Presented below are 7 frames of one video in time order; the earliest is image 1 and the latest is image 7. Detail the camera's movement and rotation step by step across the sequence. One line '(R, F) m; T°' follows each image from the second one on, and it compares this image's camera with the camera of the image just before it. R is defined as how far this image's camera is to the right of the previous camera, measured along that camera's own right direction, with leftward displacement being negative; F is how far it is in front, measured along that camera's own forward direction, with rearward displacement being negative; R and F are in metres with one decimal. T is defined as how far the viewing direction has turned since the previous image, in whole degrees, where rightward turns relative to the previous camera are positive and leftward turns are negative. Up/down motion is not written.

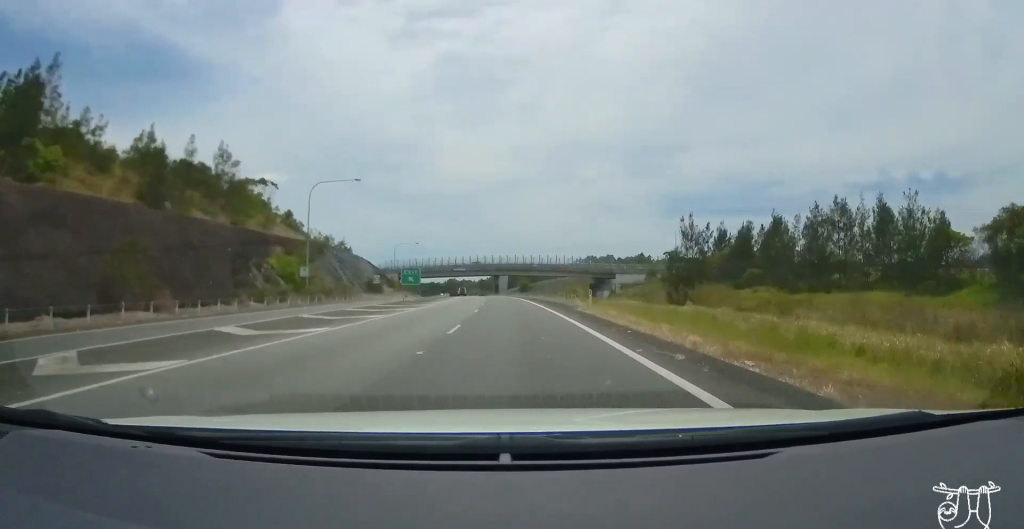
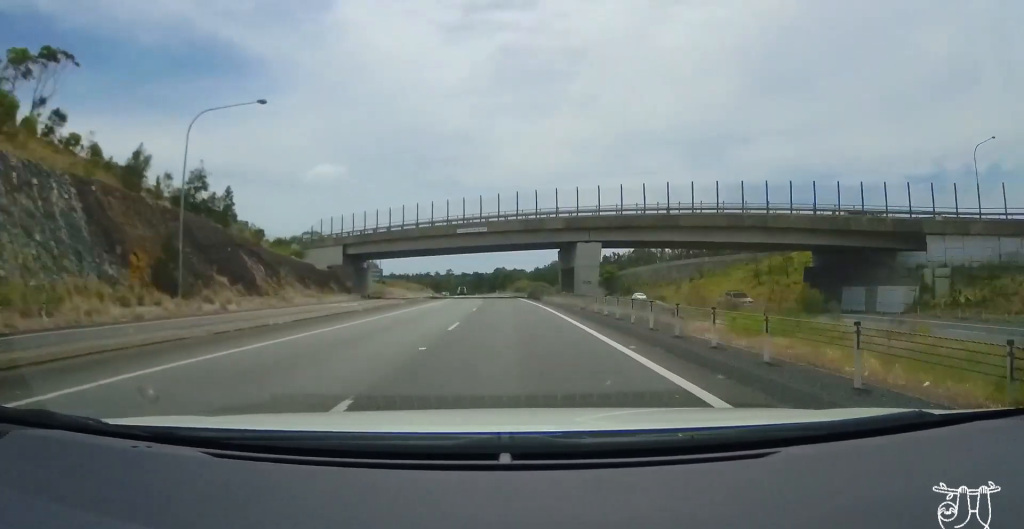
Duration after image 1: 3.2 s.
(-7.0, +96.8) m; -8°
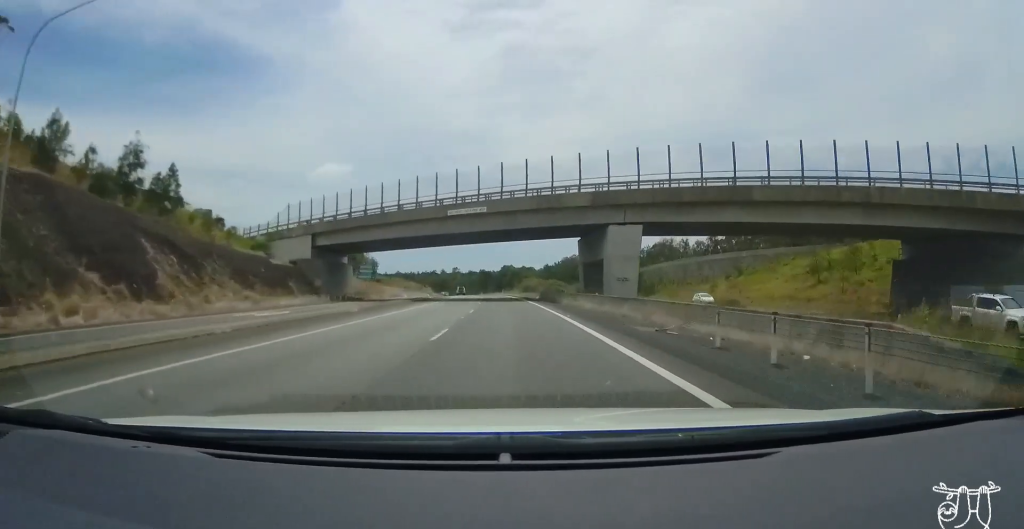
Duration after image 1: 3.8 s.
(-0.1, +15.7) m; -1°
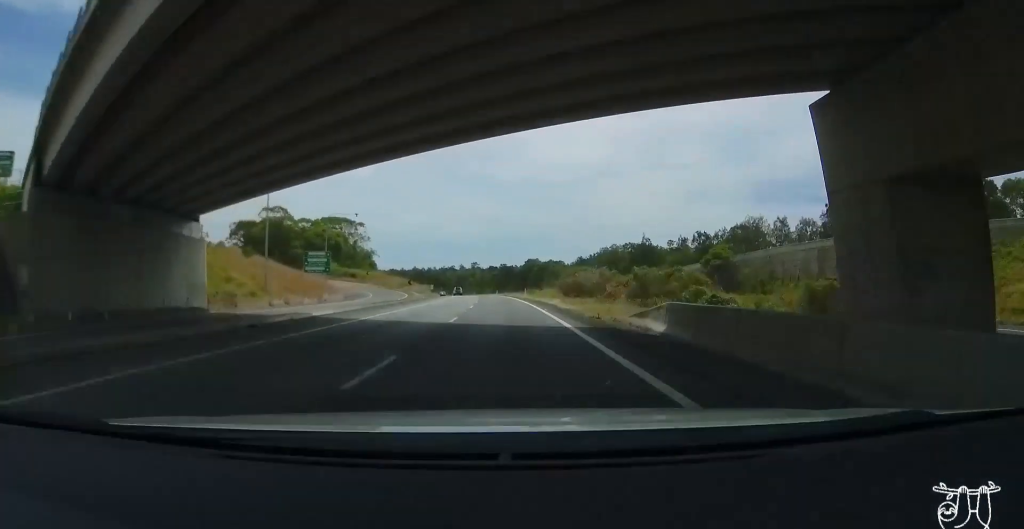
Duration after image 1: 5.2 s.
(-1.6, +44.0) m; -2°
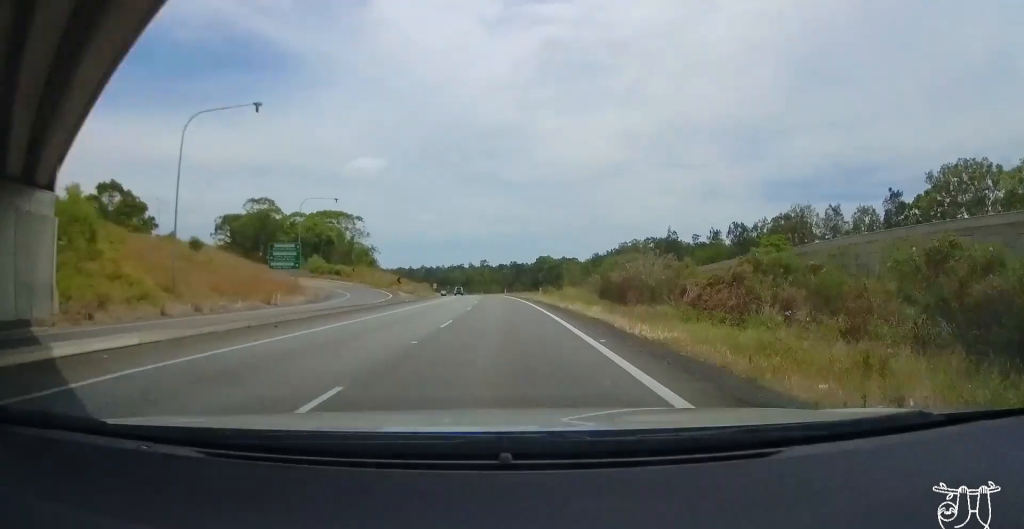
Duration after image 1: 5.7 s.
(-0.3, +14.7) m; 0°
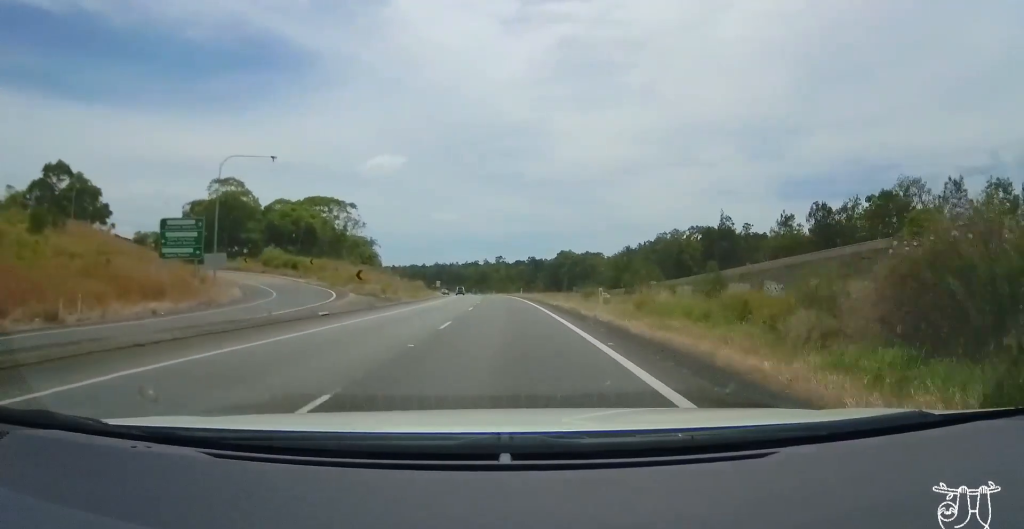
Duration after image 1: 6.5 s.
(+0.6, +25.7) m; -1°
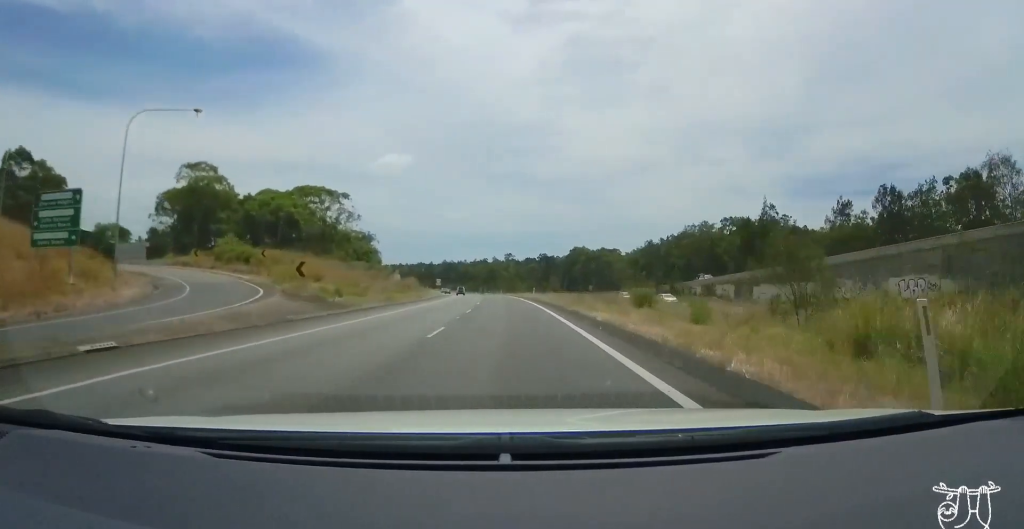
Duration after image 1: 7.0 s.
(-0.3, +15.9) m; -2°
